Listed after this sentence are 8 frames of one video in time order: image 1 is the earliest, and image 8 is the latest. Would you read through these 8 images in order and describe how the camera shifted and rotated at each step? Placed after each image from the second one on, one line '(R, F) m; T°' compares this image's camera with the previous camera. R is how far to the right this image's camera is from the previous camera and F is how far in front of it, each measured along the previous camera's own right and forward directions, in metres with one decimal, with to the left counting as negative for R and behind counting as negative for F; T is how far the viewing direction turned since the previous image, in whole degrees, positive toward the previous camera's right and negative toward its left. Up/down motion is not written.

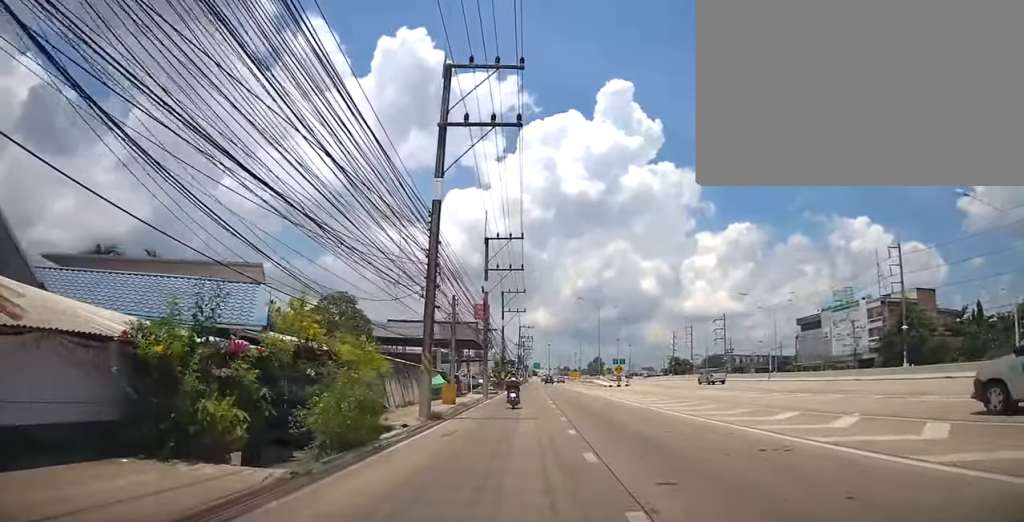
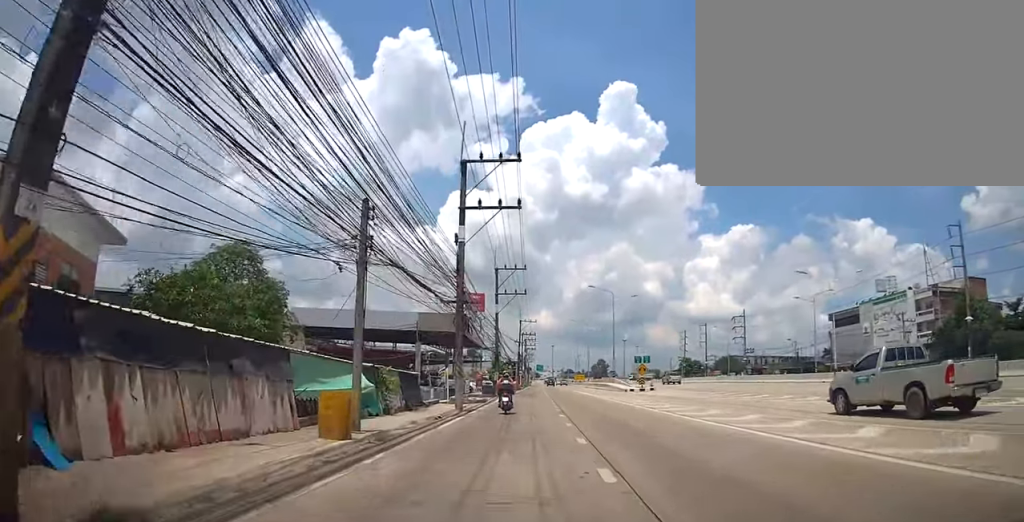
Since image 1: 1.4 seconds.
(-1.0, +14.4) m; -1°
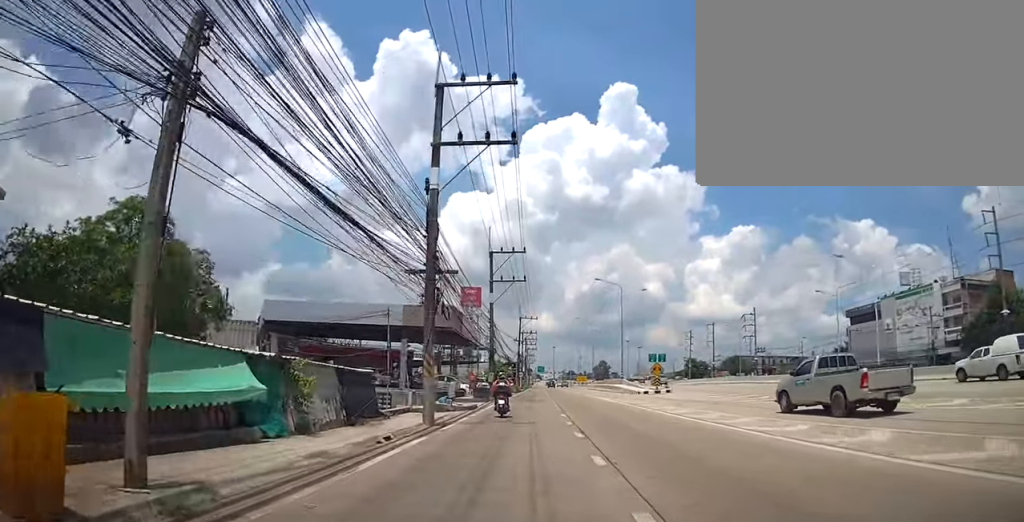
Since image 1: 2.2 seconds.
(+0.9, +7.1) m; +3°
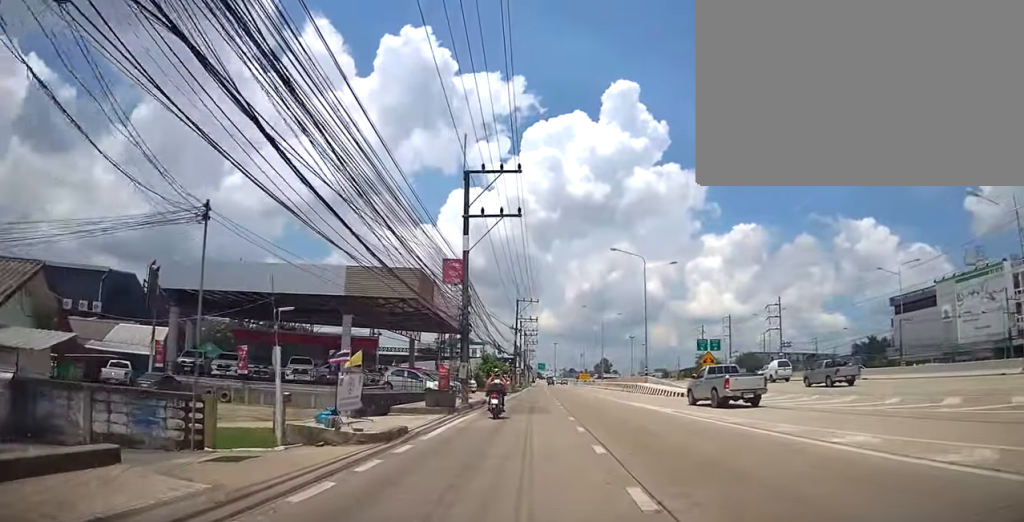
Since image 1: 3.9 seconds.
(-0.5, +16.8) m; -3°
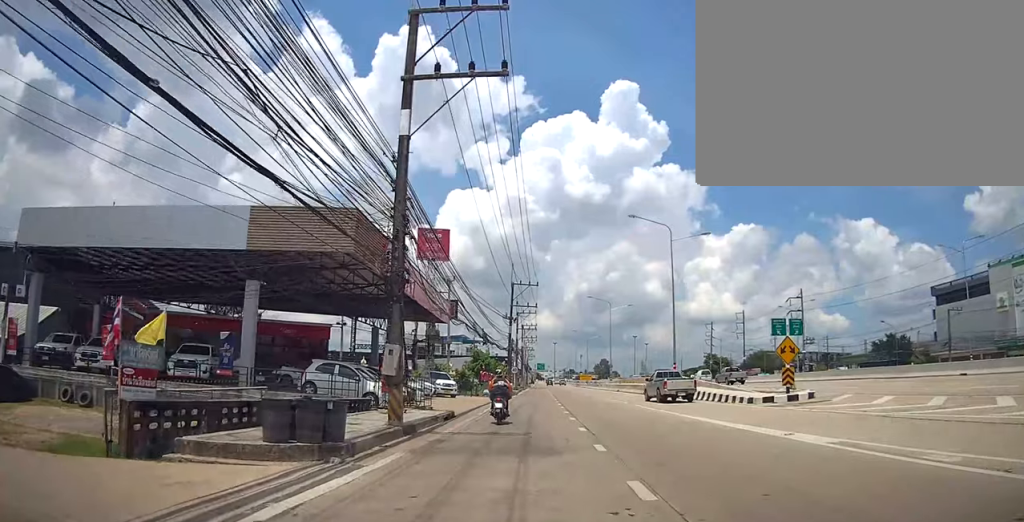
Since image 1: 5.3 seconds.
(-0.1, +13.5) m; -5°
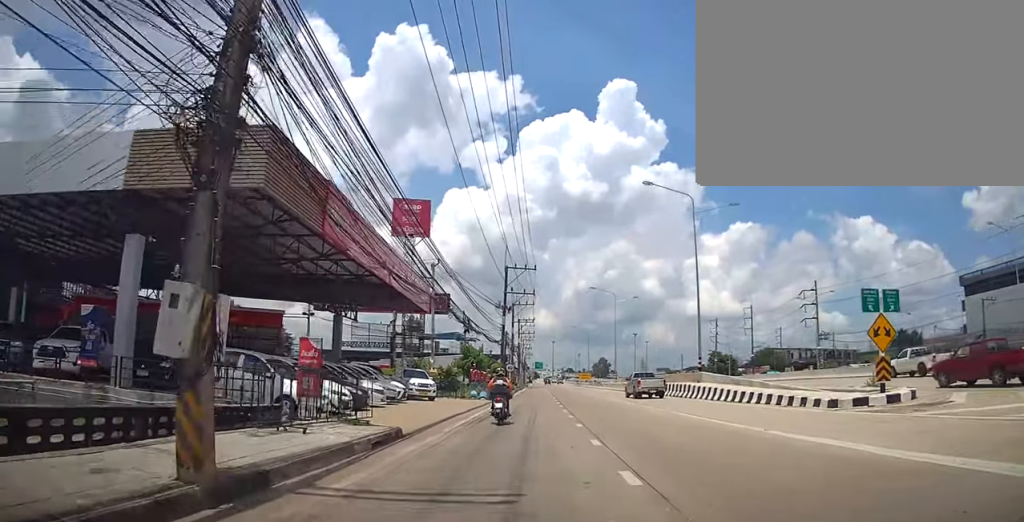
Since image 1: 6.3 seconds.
(-0.7, +8.5) m; +1°
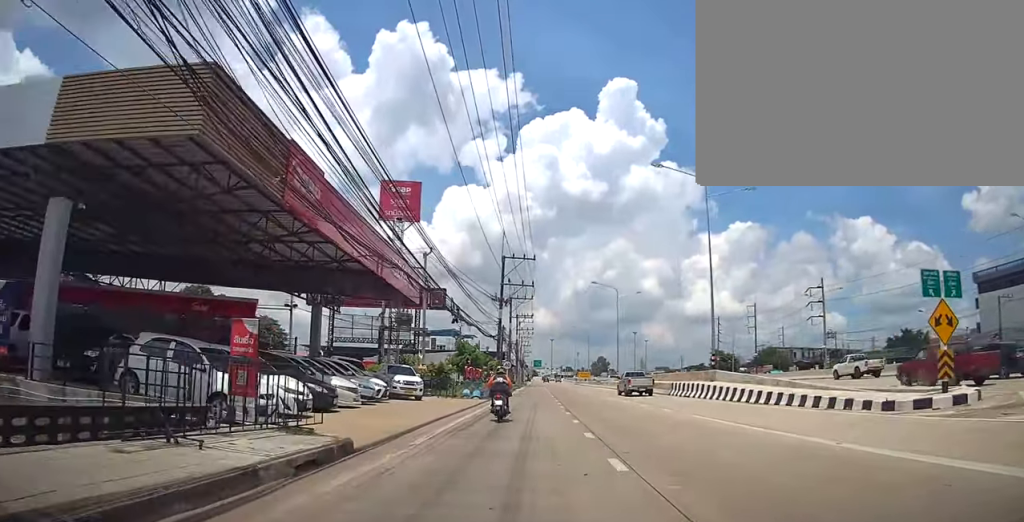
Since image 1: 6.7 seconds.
(+0.2, +3.6) m; +2°
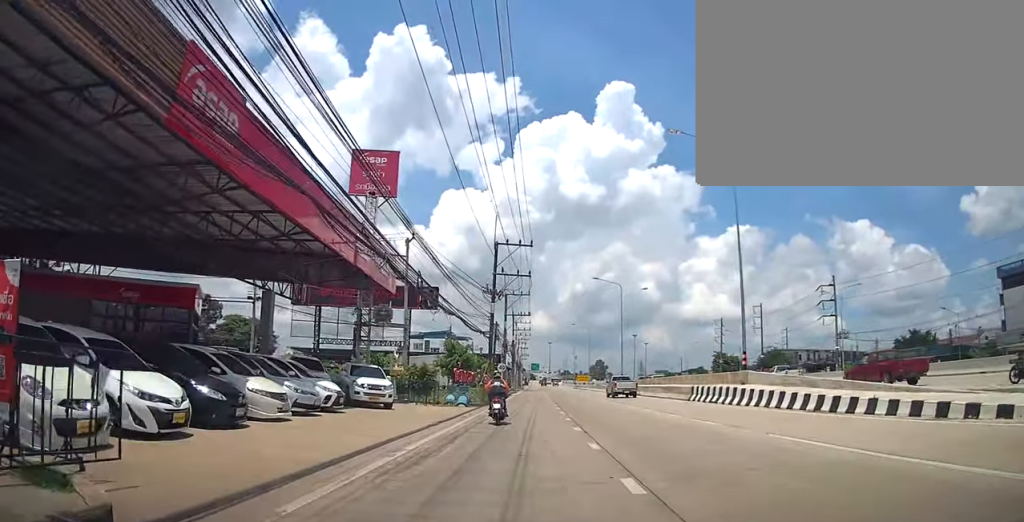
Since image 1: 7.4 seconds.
(+0.4, +6.3) m; +4°
